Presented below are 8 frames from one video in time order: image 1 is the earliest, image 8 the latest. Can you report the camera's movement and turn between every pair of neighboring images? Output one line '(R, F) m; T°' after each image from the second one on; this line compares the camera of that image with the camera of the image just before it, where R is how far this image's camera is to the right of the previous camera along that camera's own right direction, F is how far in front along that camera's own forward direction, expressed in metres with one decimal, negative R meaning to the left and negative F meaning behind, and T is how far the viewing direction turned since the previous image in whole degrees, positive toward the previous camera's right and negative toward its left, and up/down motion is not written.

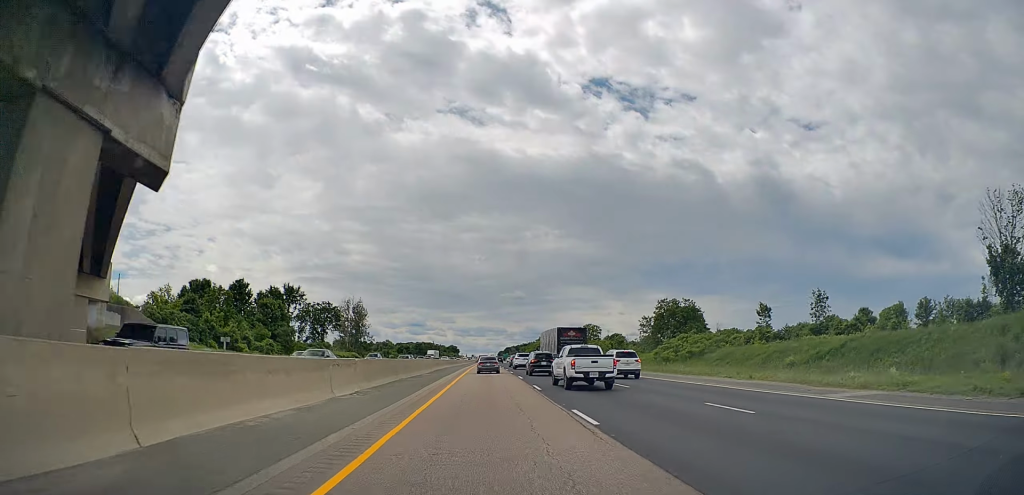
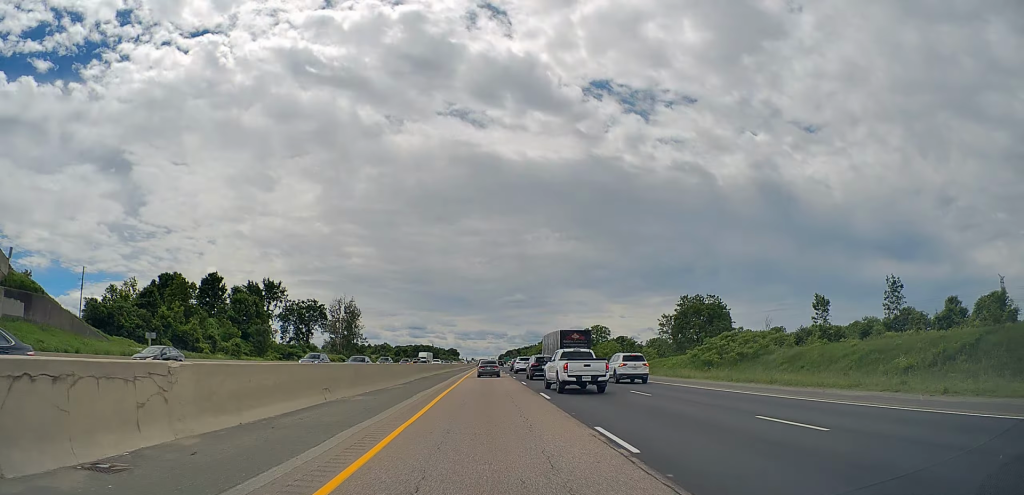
(-0.2, +15.3) m; 0°
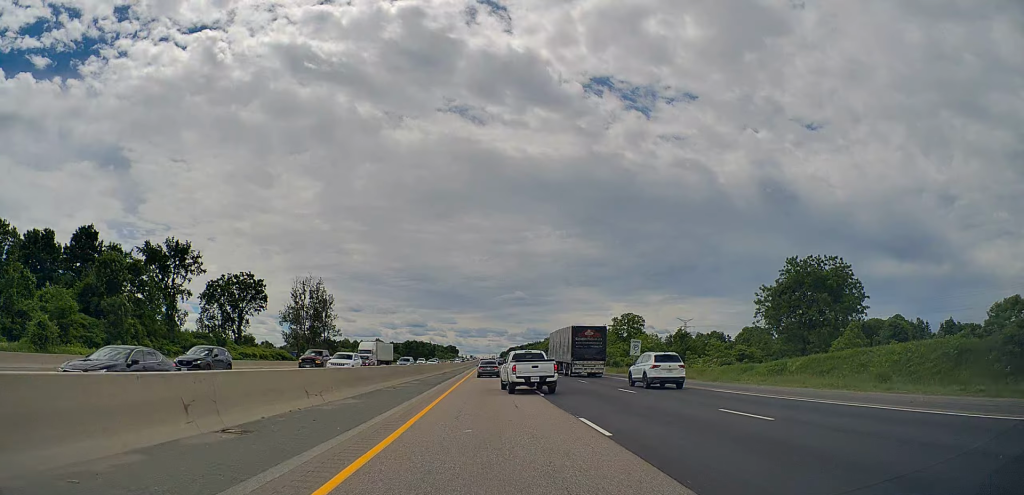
(+0.2, +45.7) m; 0°
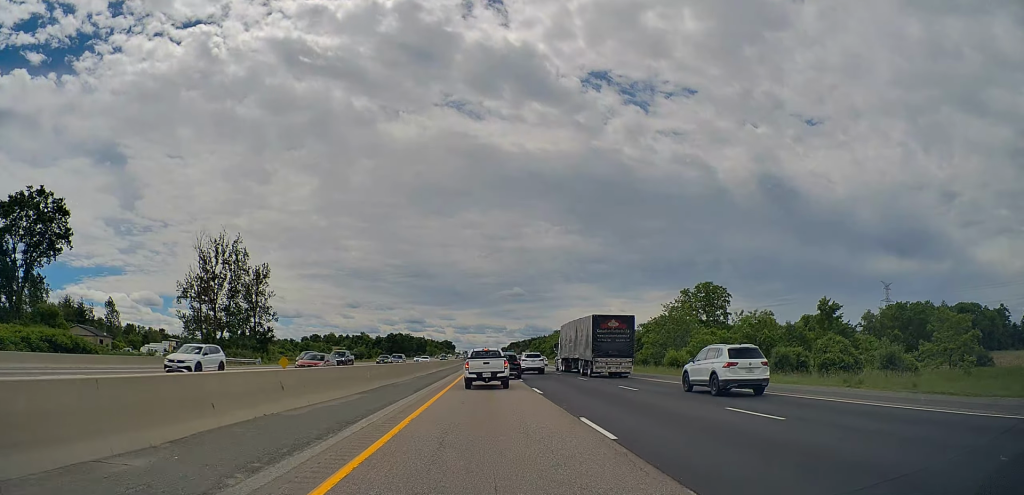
(-0.3, +60.4) m; 0°
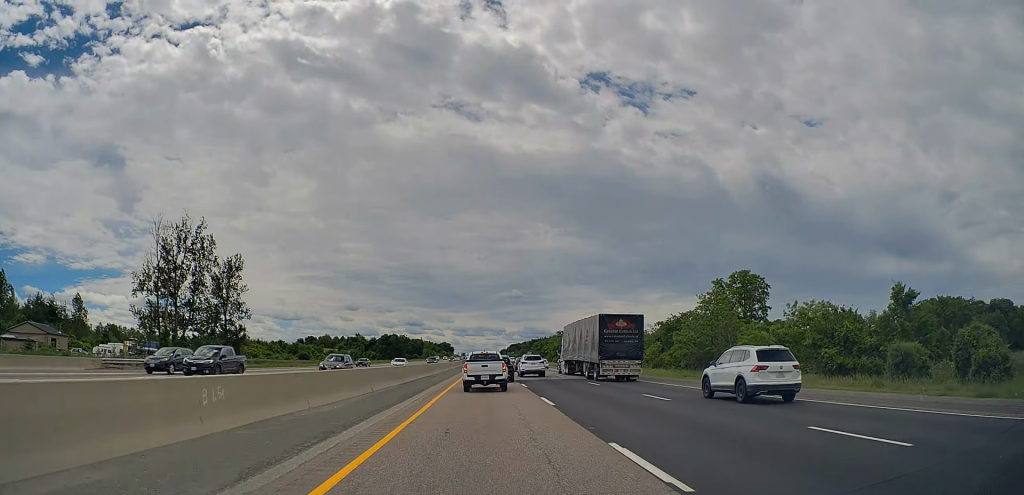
(+0.2, +16.1) m; 0°
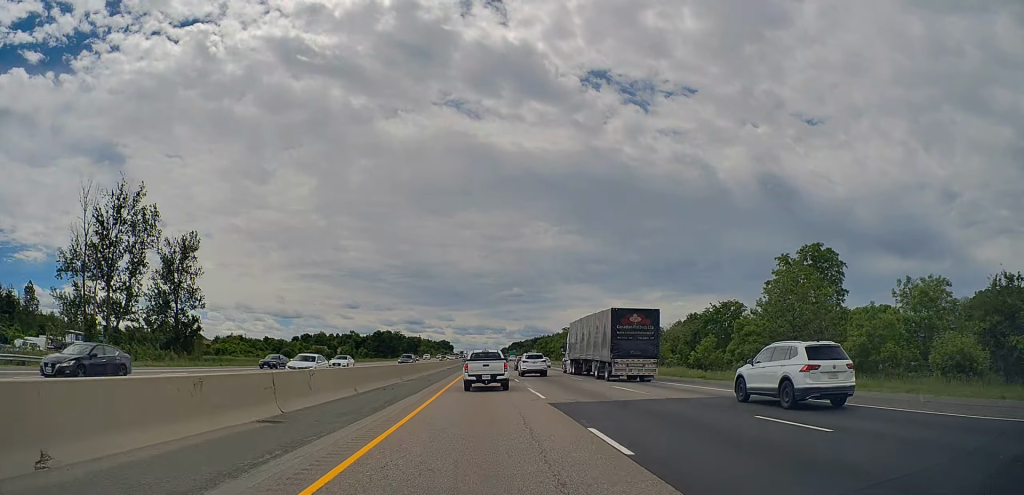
(-0.1, +21.5) m; 0°
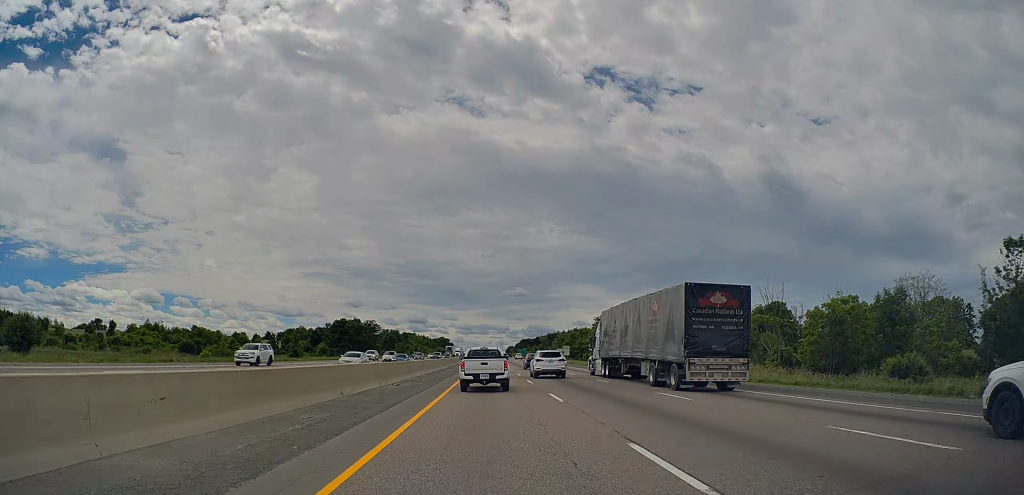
(+0.4, +78.0) m; 0°
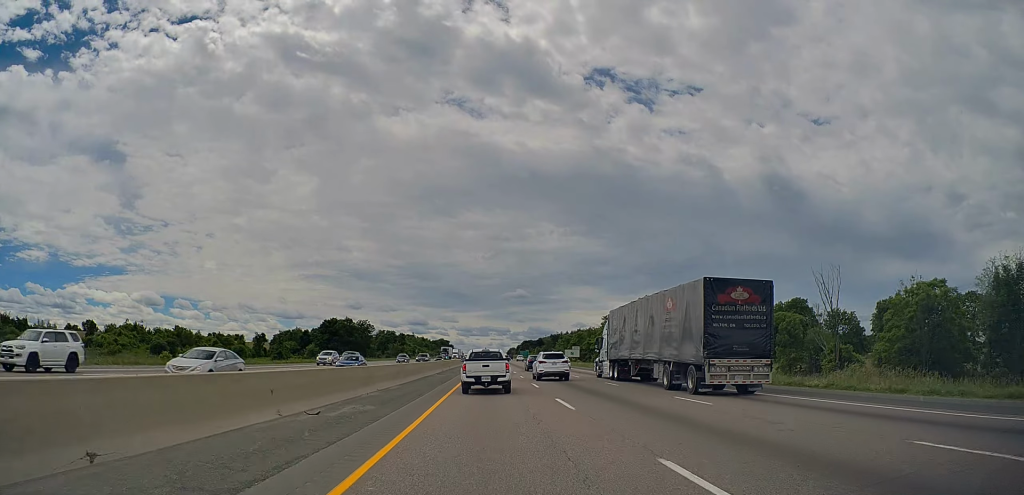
(-0.2, +13.7) m; 0°
